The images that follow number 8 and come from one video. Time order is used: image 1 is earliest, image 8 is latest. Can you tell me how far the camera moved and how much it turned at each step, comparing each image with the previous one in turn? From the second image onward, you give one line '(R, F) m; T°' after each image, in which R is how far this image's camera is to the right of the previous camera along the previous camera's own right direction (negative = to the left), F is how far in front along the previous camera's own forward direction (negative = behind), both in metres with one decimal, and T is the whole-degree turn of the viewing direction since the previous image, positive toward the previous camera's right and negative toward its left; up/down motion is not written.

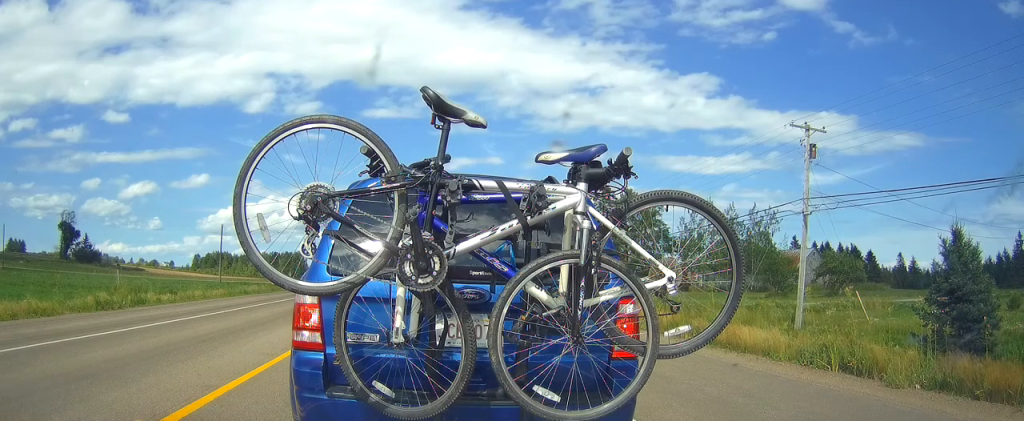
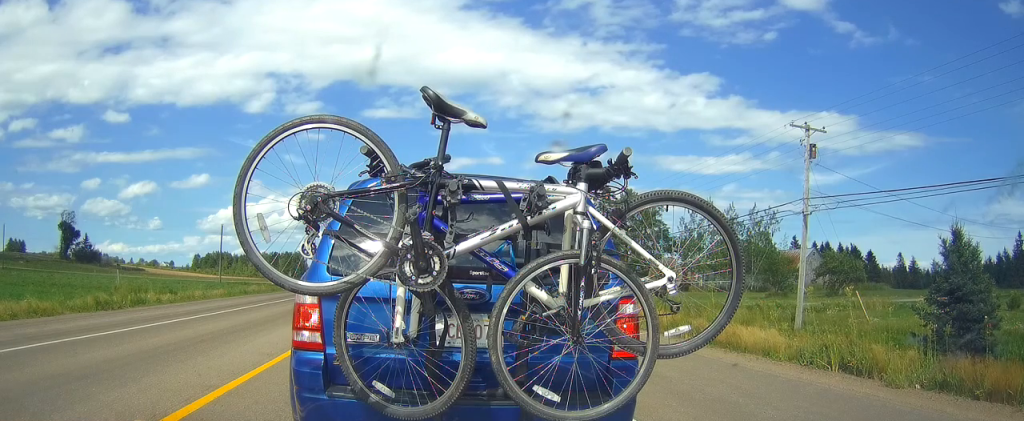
(0.0, 0.0) m; 0°
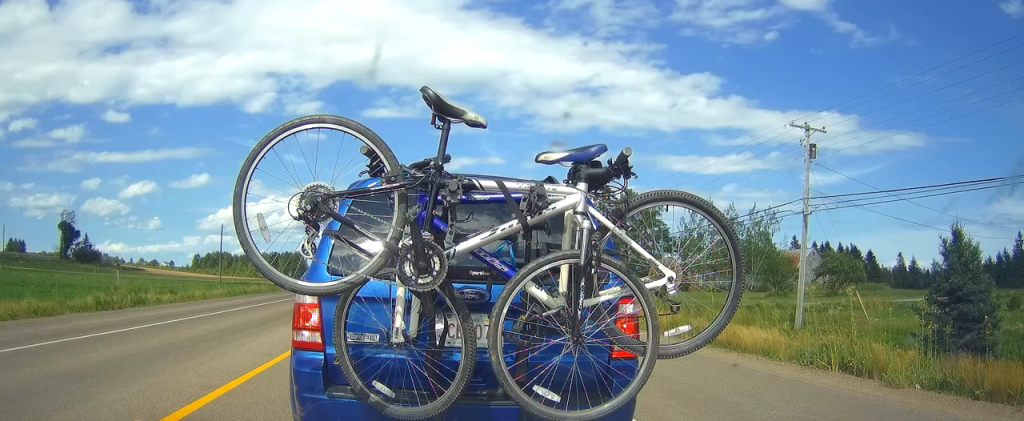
(0.0, 0.0) m; 0°
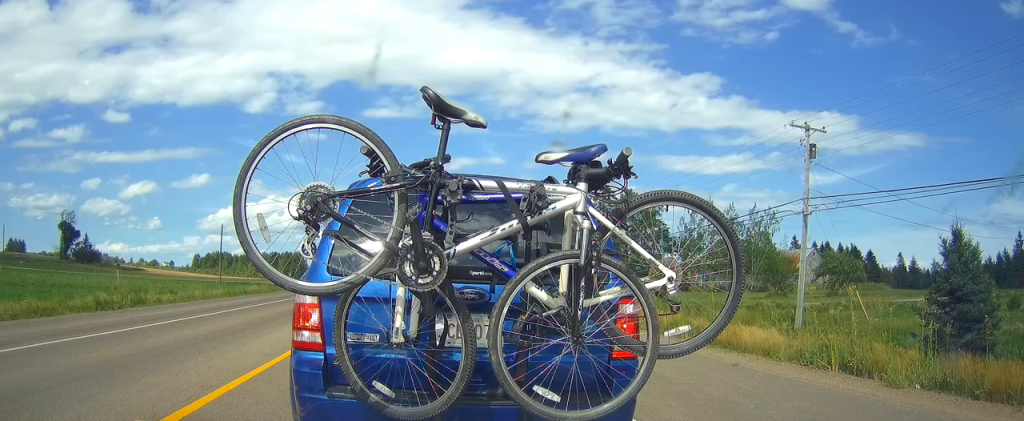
(0.0, 0.0) m; 0°
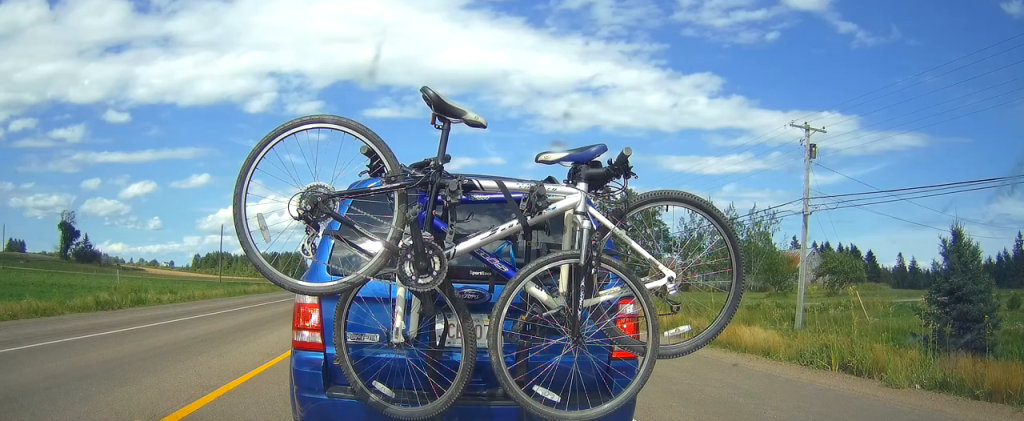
(0.0, 0.0) m; 0°
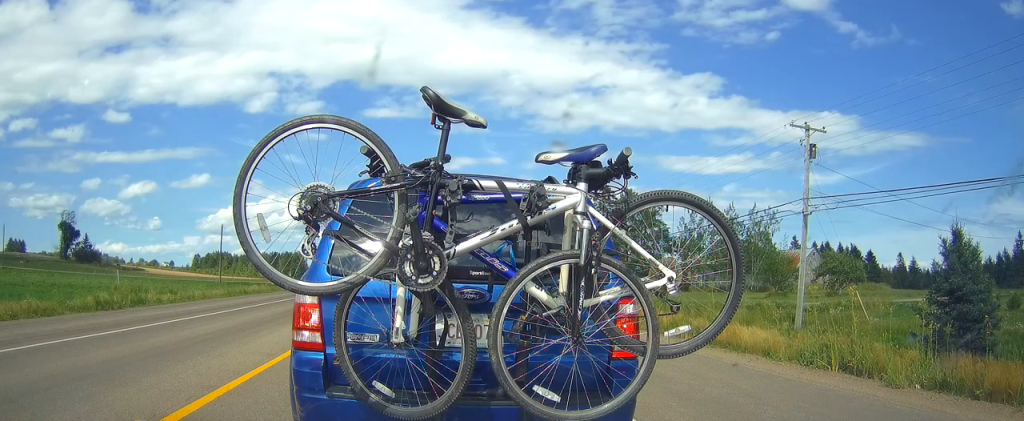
(0.0, 0.0) m; 0°
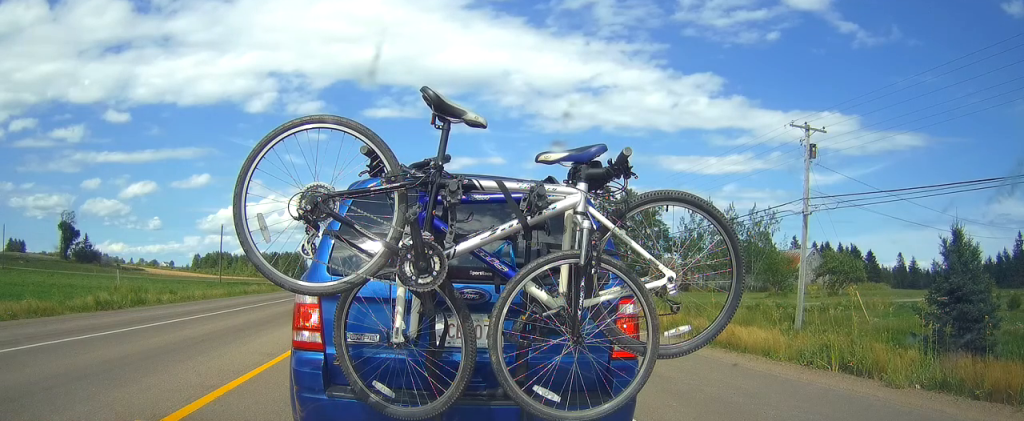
(0.0, 0.0) m; 0°
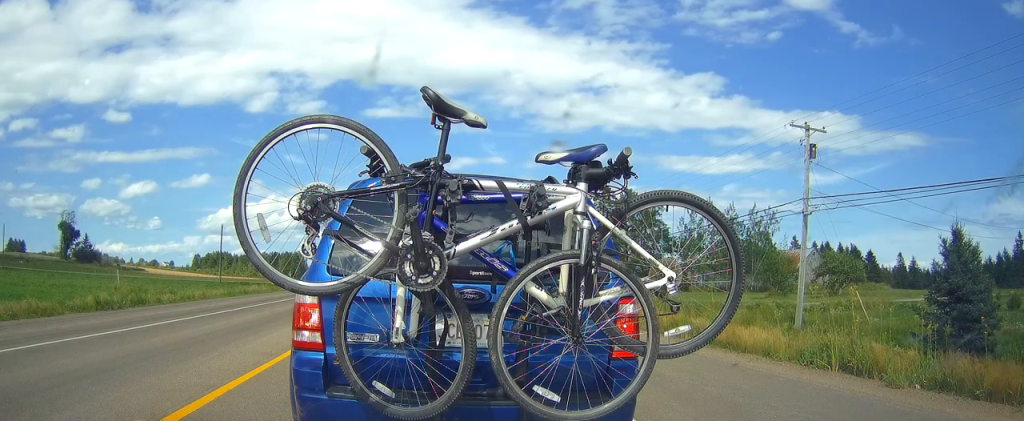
(0.0, 0.0) m; 0°
